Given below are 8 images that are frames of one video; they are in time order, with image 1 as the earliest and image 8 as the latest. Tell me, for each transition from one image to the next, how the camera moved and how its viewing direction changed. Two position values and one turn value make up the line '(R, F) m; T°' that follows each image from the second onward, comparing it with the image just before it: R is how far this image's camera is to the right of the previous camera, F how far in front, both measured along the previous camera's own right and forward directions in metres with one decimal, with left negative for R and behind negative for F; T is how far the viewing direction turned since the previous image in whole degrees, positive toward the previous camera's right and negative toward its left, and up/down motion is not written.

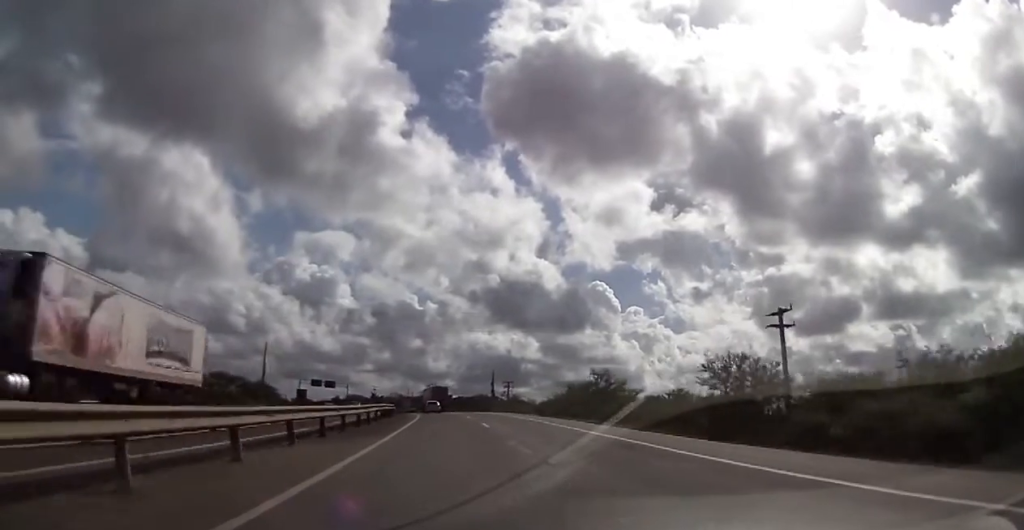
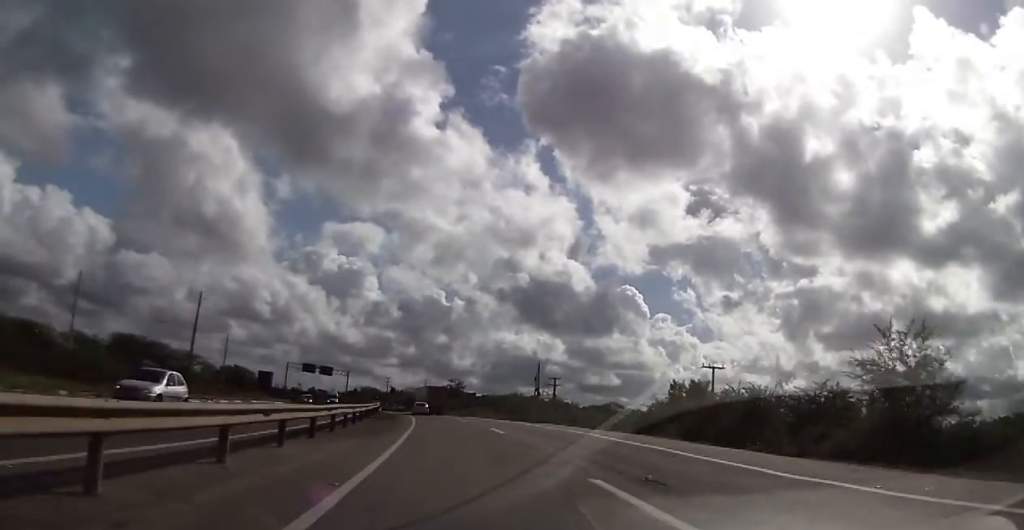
(0.0, +42.2) m; 0°
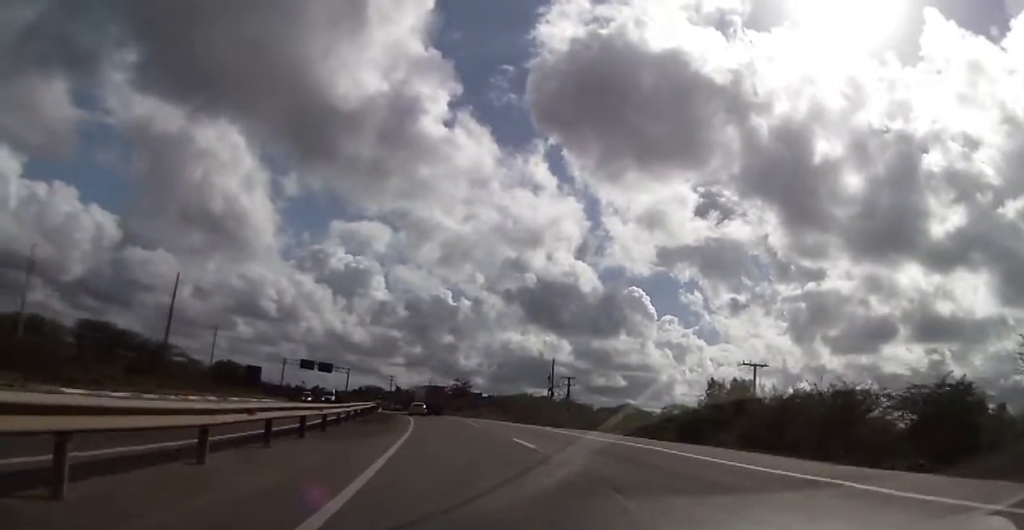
(0.0, +8.8) m; -1°
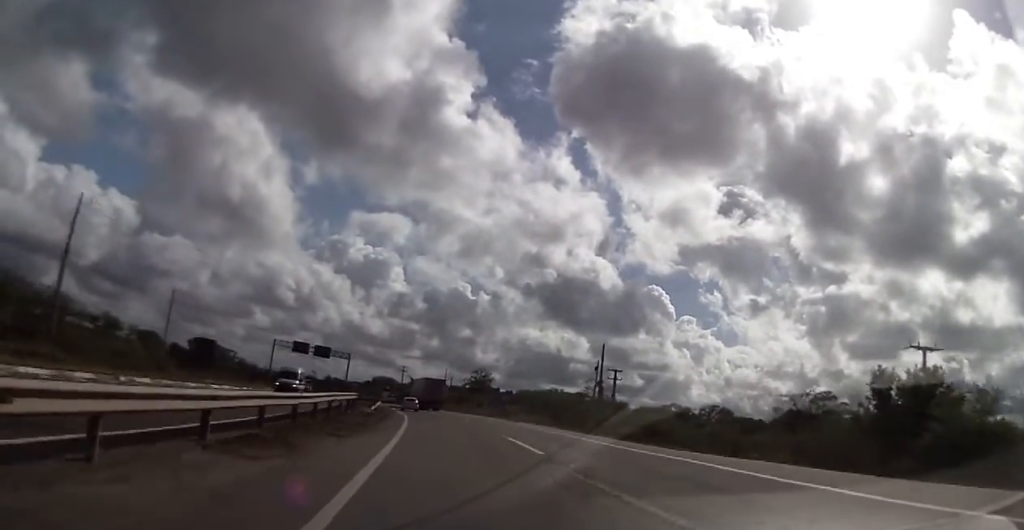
(-0.3, +23.3) m; -1°
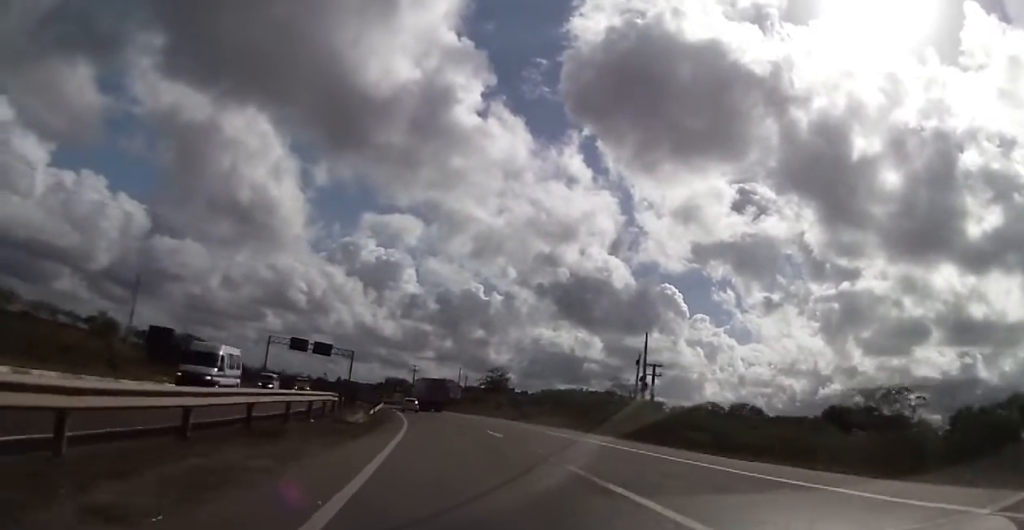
(-0.1, +12.9) m; -1°
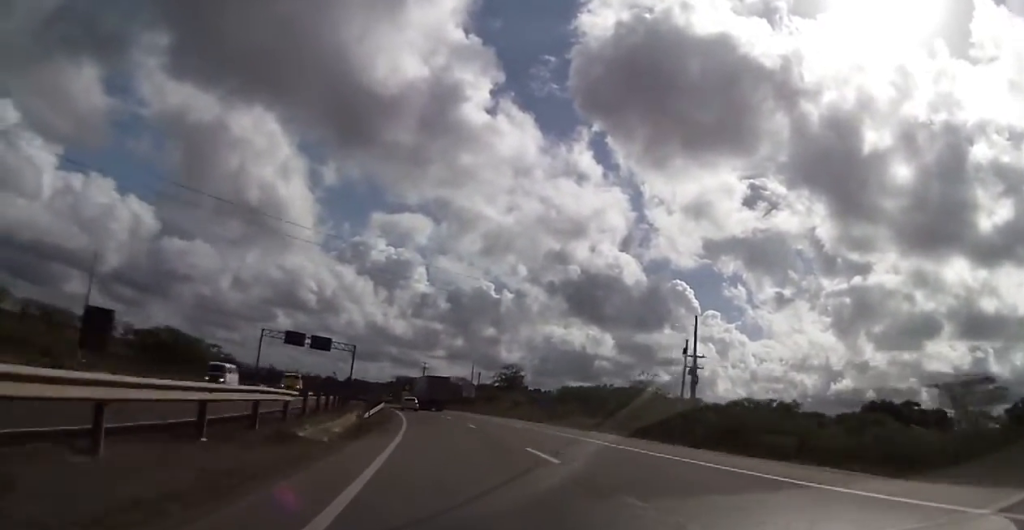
(+0.2, +11.3) m; -1°
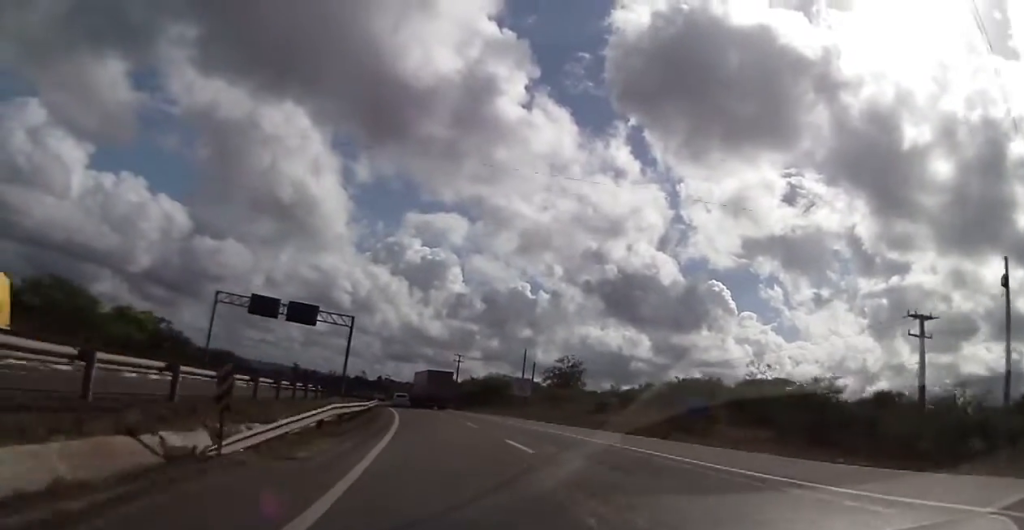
(-1.2, +35.3) m; -3°
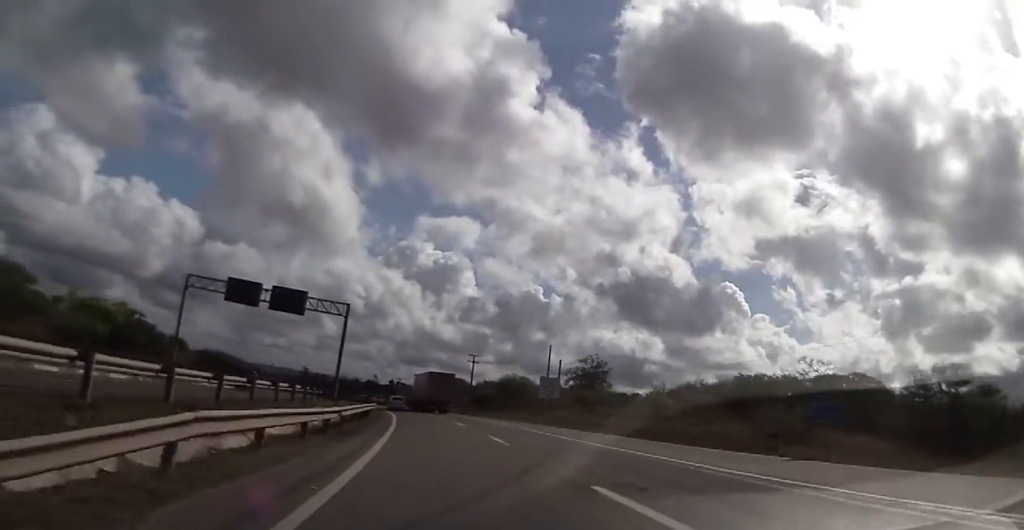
(+0.2, +11.5) m; 0°
